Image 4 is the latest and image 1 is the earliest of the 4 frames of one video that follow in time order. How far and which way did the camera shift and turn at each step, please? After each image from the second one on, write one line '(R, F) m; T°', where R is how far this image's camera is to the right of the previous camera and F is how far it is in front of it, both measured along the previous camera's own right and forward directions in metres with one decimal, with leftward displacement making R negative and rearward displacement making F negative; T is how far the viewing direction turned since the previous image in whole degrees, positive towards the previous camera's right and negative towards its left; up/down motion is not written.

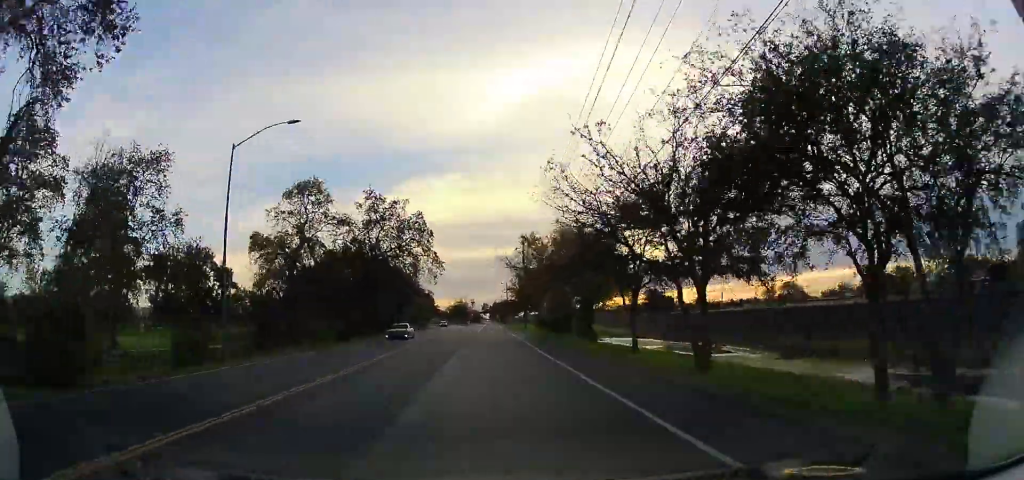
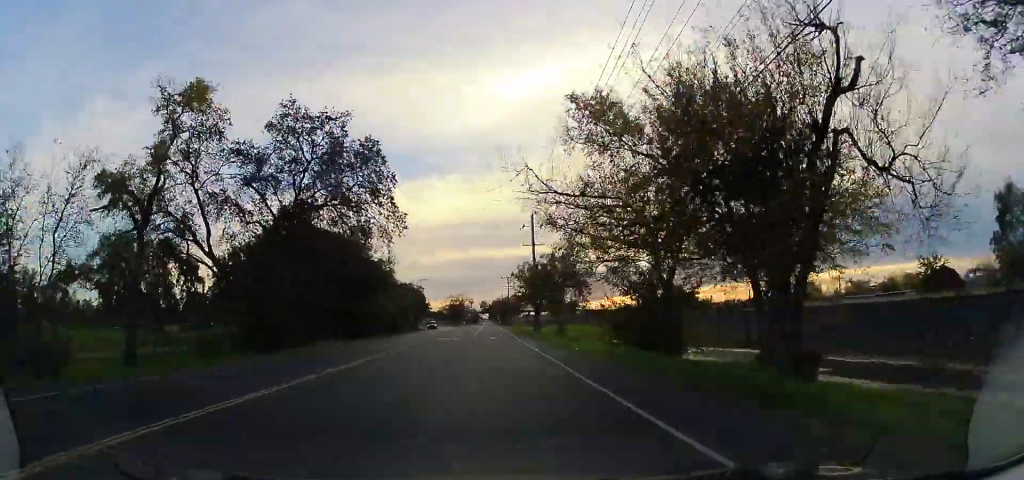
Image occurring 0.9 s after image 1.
(0.0, +20.5) m; 0°
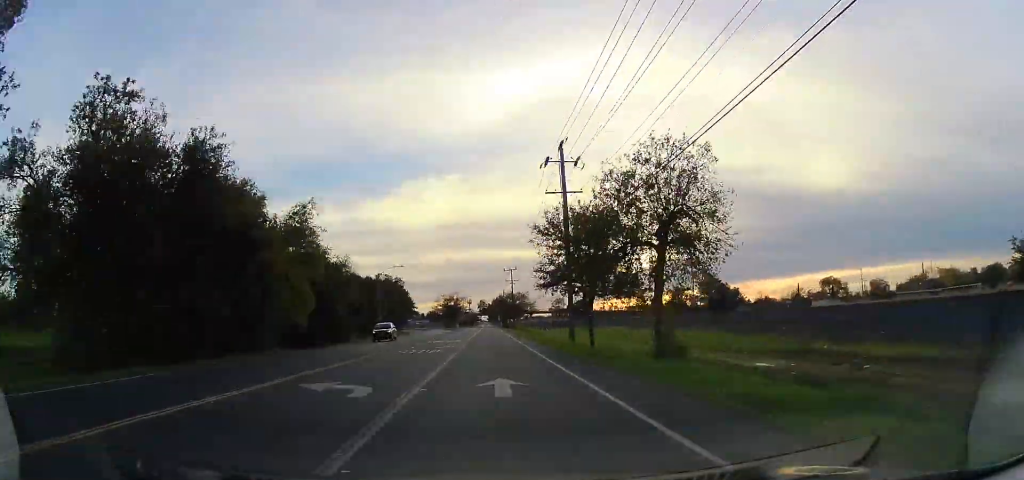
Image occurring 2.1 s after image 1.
(+0.1, +27.8) m; +1°
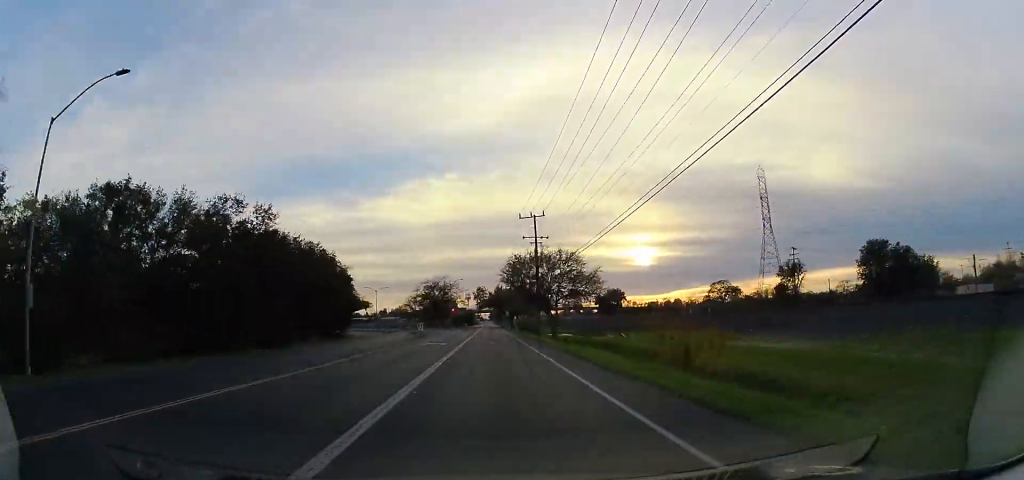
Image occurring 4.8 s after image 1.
(+0.4, +59.9) m; 0°
